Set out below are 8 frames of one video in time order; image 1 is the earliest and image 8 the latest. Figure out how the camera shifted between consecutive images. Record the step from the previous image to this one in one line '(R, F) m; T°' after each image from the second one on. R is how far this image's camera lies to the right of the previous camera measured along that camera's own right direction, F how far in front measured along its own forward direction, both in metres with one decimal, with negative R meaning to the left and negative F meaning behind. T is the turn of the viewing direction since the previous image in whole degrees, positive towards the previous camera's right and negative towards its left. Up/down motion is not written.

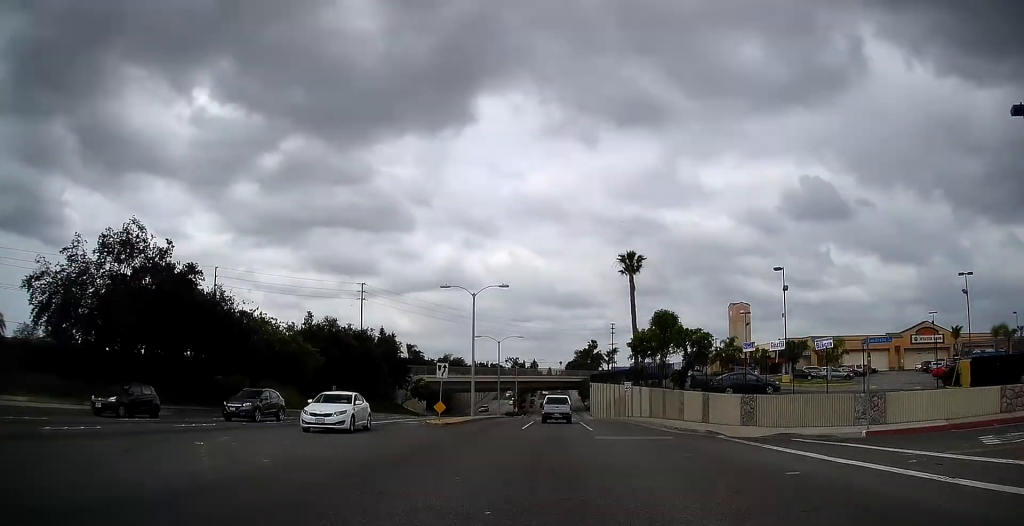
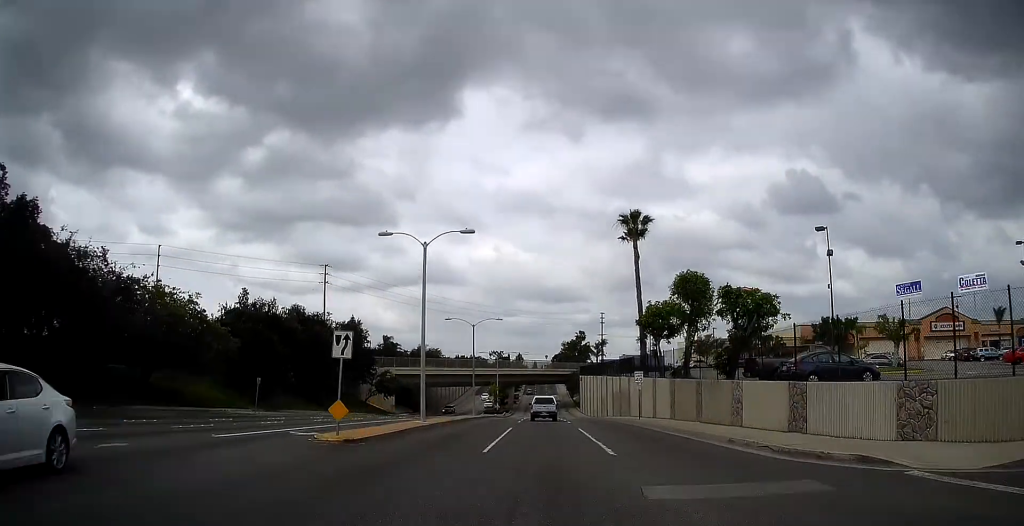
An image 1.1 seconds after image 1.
(+0.6, +11.3) m; +4°
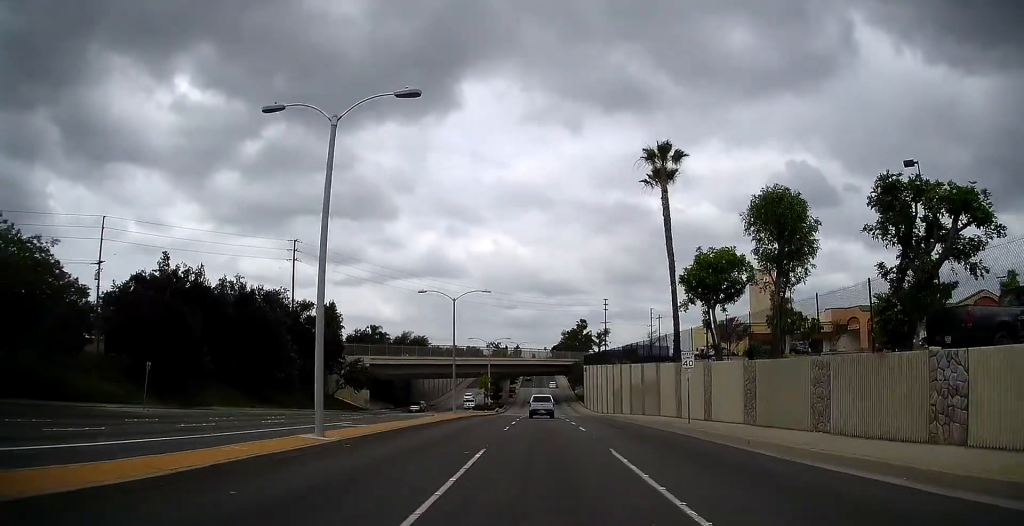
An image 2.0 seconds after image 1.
(0.0, +12.3) m; 0°
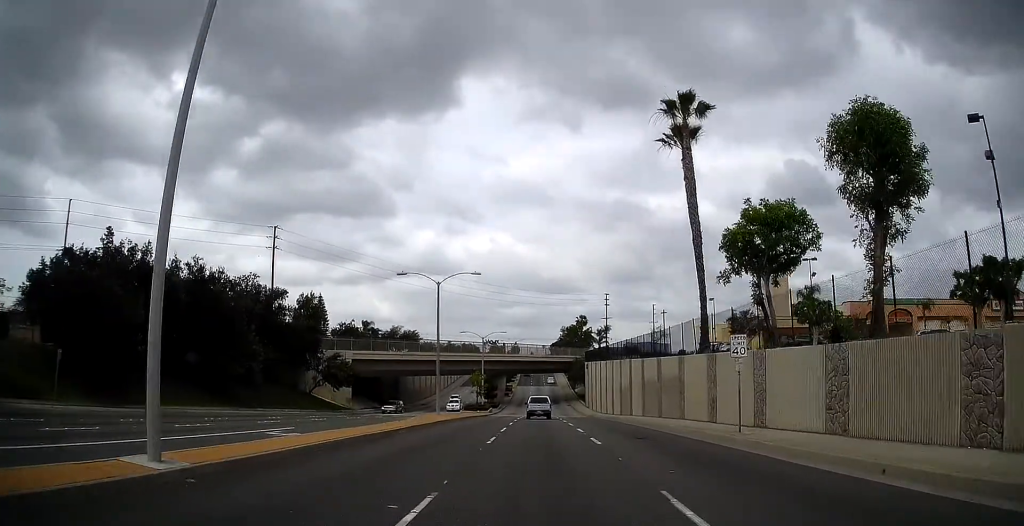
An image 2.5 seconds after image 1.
(0.0, +6.7) m; 0°
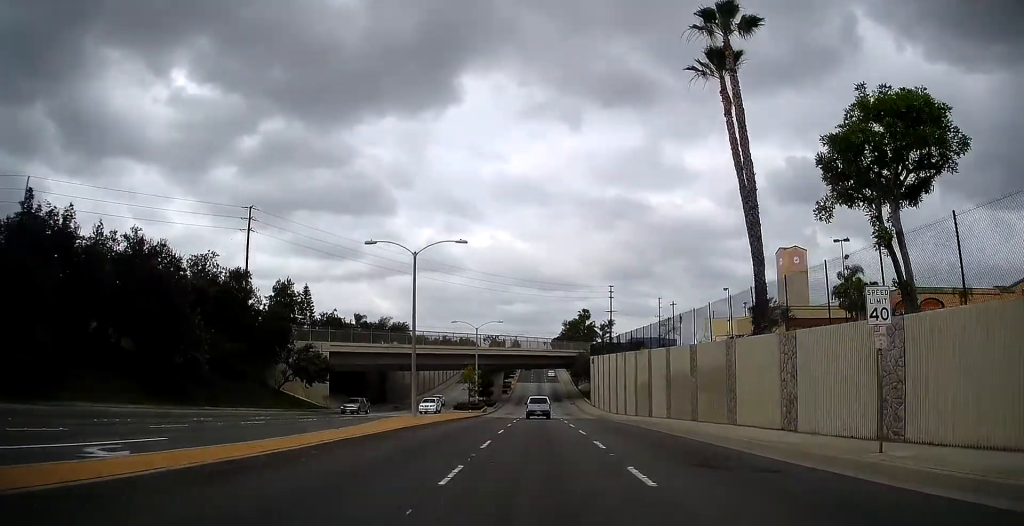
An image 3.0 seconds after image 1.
(0.0, +7.9) m; 0°
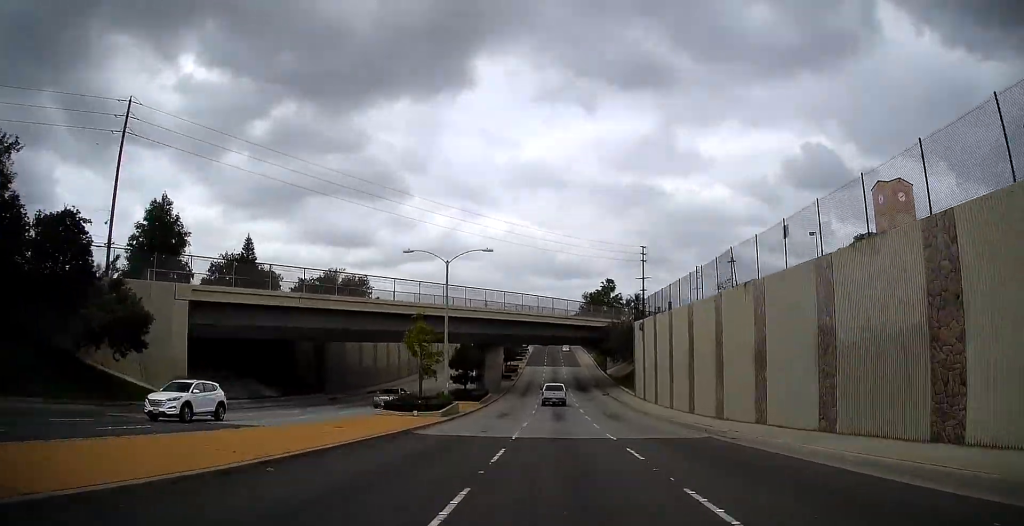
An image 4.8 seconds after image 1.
(+0.1, +29.8) m; 0°
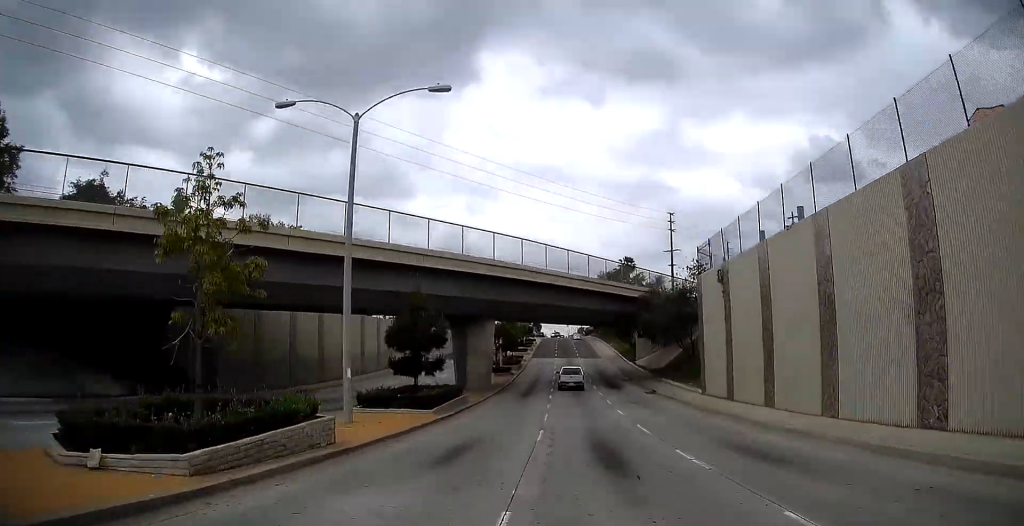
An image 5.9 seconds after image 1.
(-0.1, +21.5) m; -1°
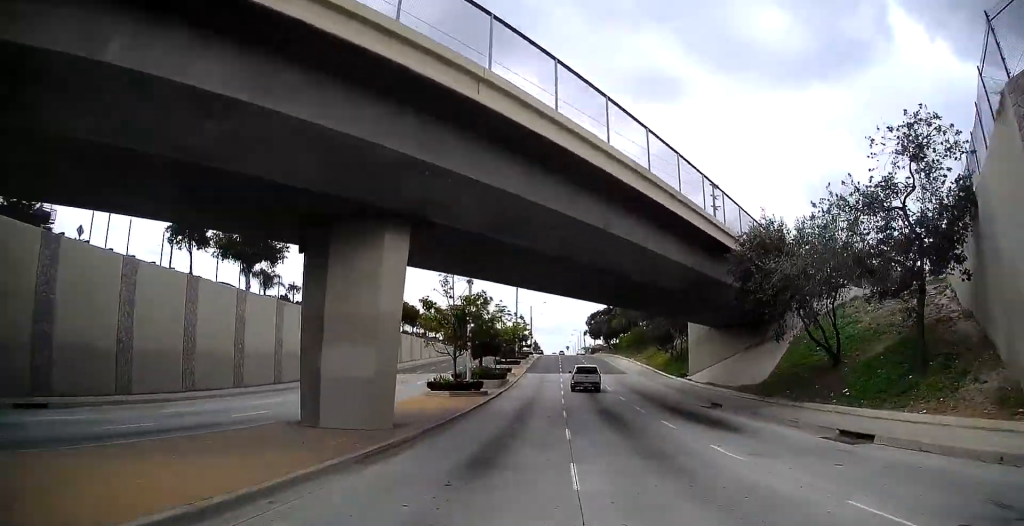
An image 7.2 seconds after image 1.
(-0.2, +27.5) m; 0°
